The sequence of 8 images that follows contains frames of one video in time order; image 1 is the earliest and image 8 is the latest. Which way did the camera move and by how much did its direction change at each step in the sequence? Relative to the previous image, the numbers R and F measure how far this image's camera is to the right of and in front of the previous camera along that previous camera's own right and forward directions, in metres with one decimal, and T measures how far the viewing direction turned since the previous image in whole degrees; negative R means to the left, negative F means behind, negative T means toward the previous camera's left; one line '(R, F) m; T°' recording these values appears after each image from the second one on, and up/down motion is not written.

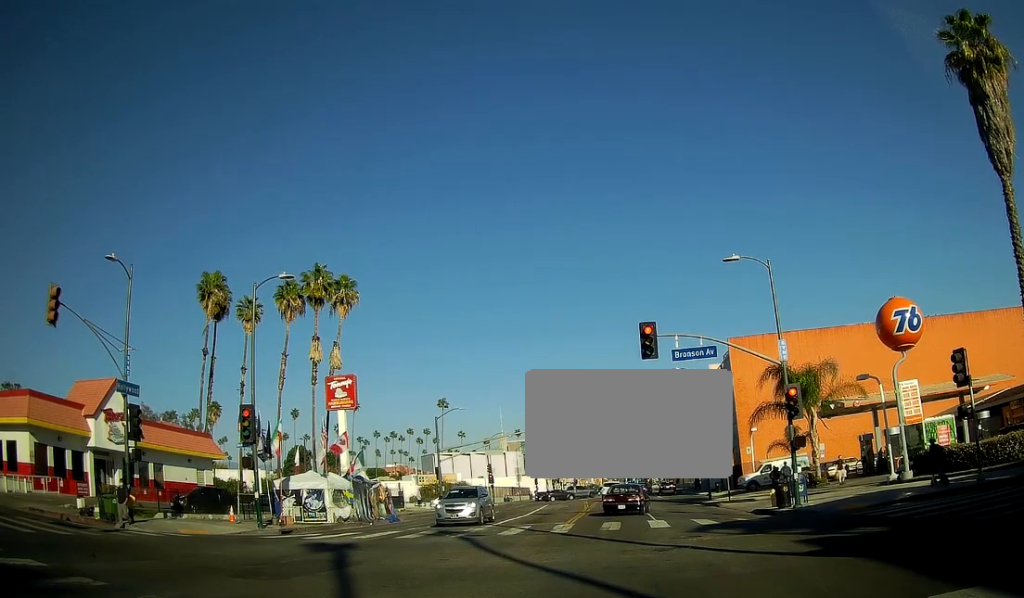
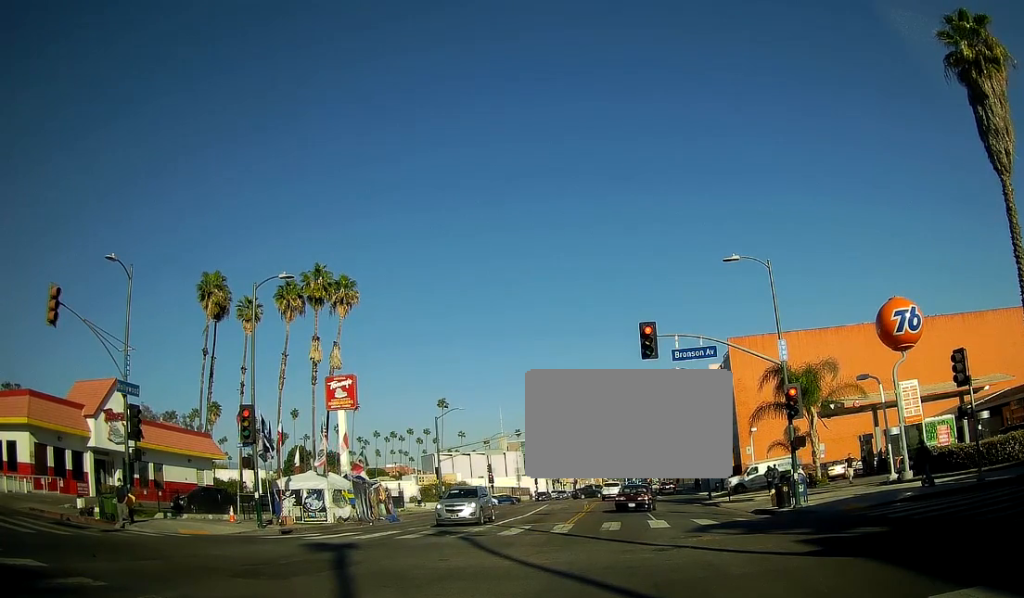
(0.0, 0.0) m; 0°
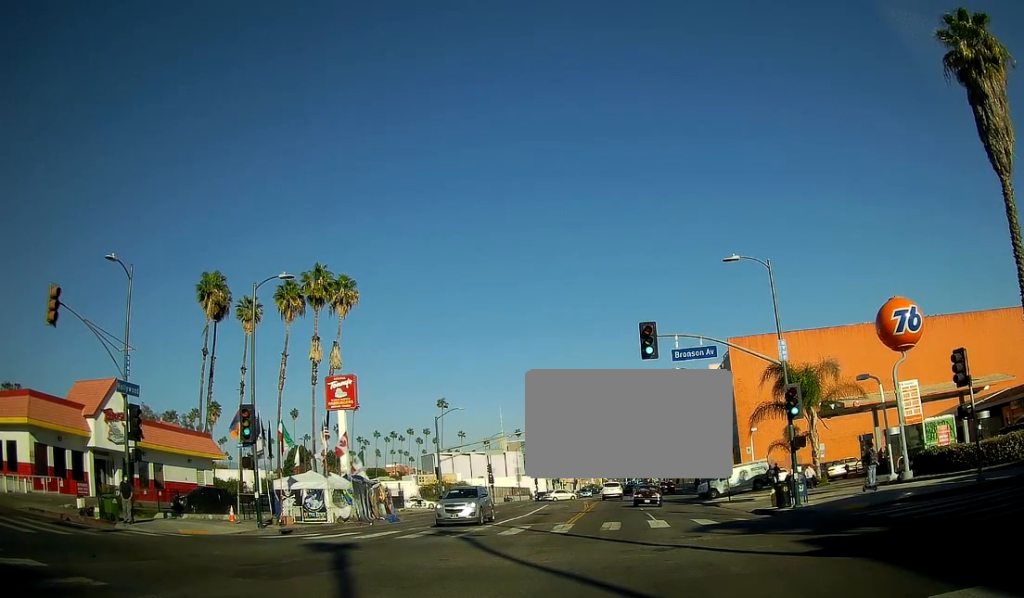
(0.0, 0.0) m; 0°
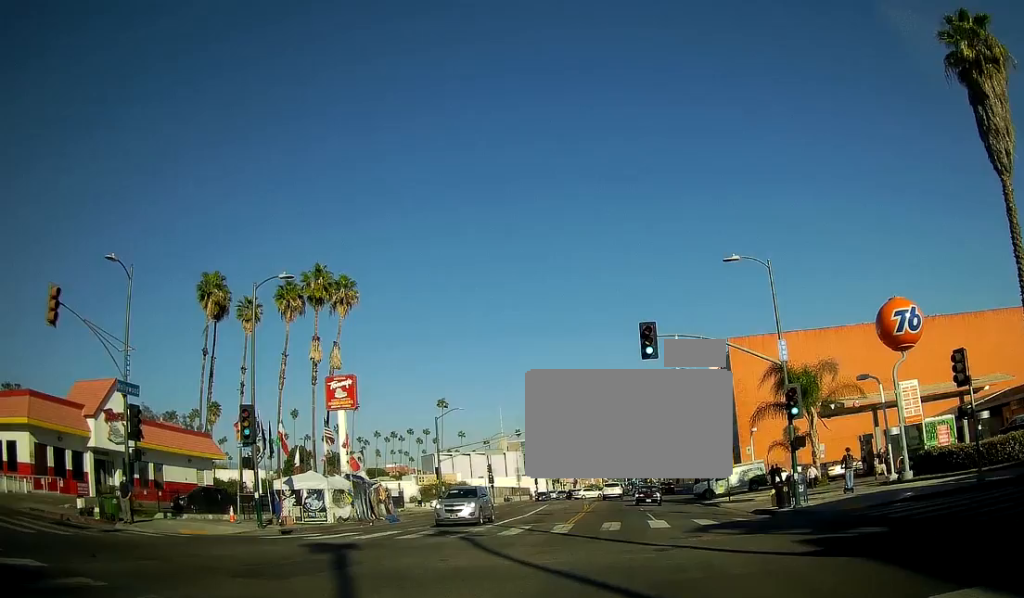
(0.0, 0.0) m; 0°
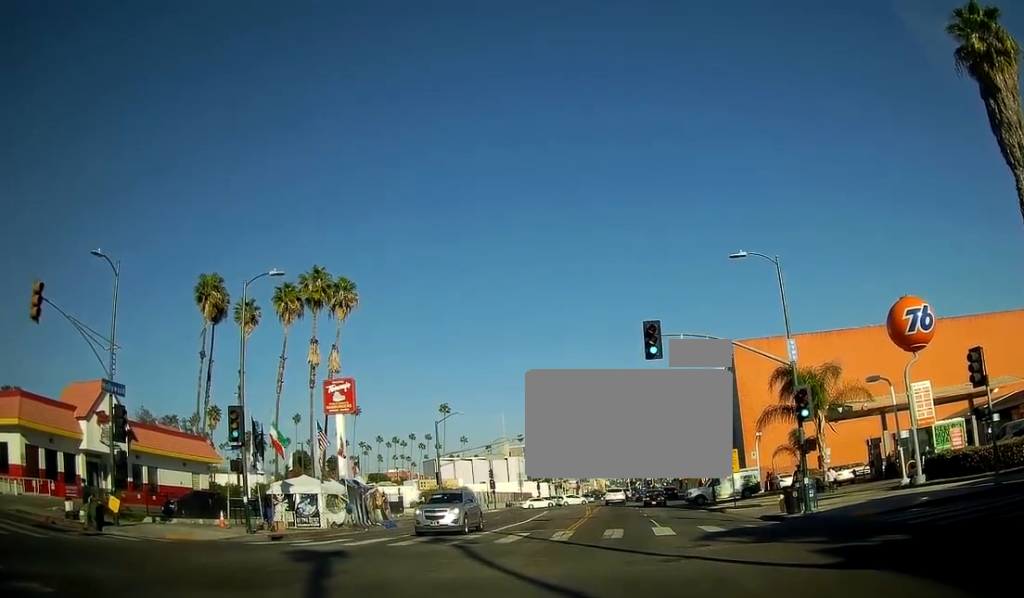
(+0.1, +1.1) m; 0°
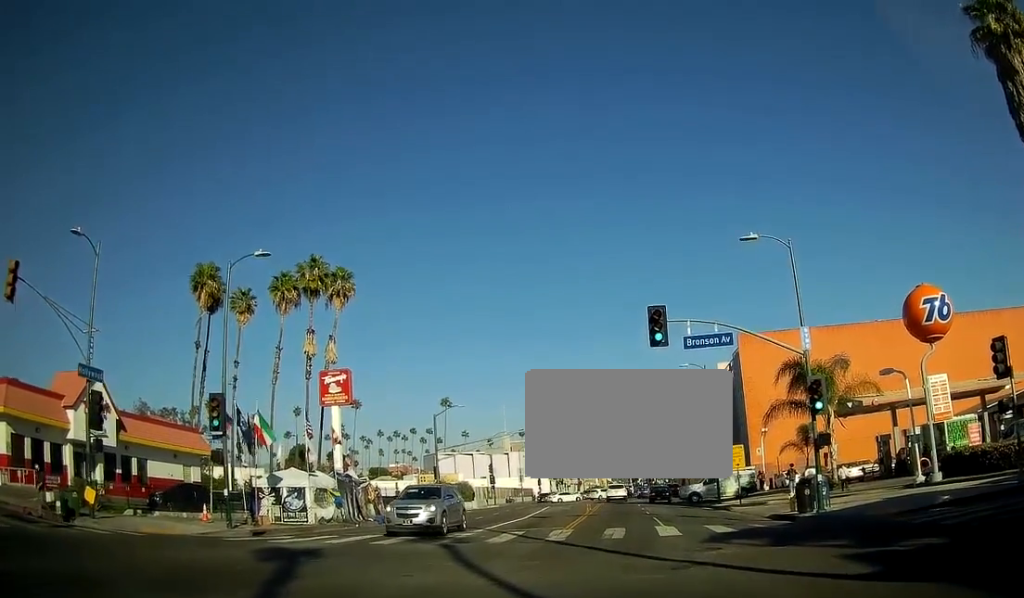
(0.0, +1.6) m; -1°
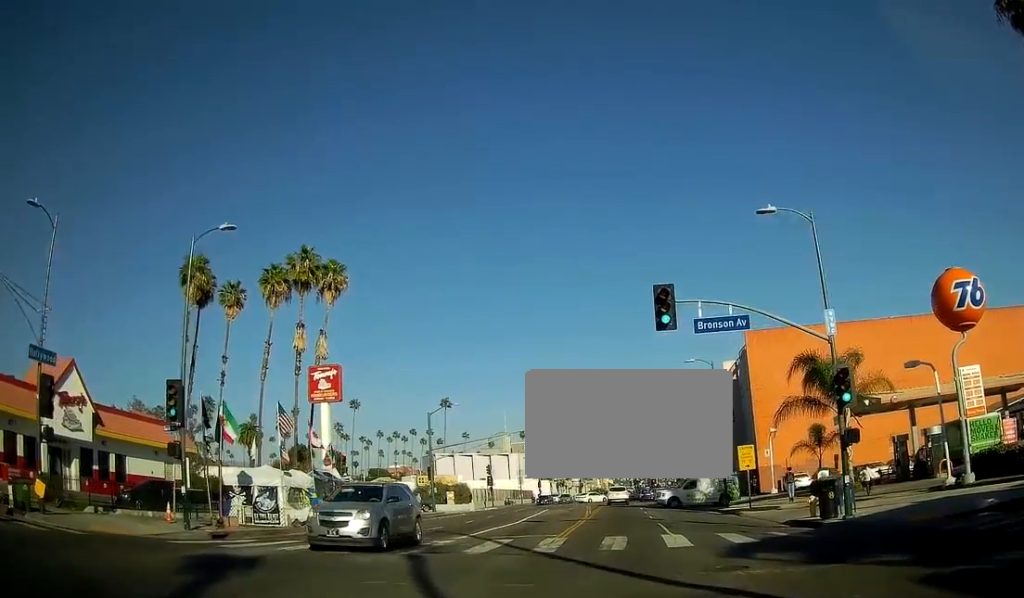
(0.0, +2.7) m; -1°
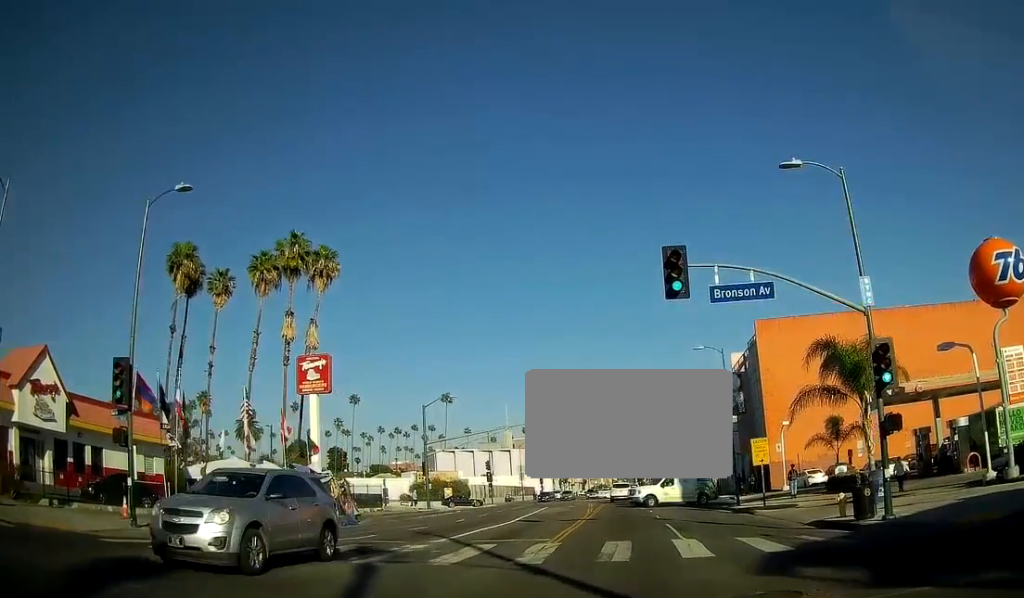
(0.0, +2.9) m; 0°
